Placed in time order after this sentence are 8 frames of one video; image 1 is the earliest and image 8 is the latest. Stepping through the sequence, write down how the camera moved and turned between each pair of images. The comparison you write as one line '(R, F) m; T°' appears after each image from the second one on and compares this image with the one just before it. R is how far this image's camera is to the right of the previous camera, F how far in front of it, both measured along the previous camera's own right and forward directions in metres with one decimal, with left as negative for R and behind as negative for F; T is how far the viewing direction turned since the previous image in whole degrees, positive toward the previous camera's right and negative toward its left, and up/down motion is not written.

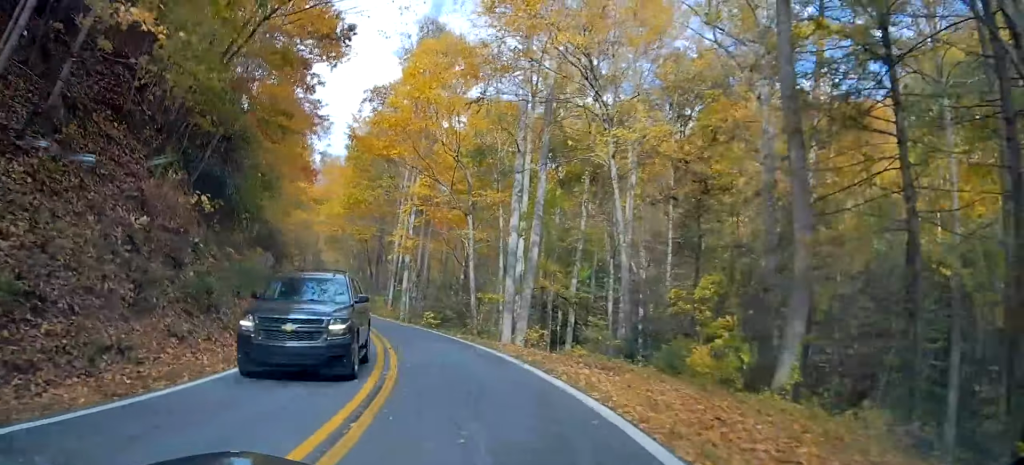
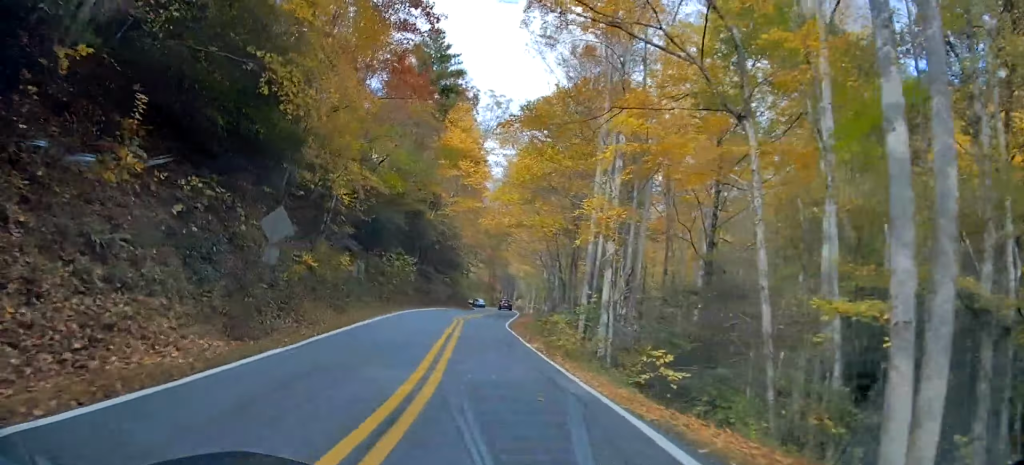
(-2.9, +23.1) m; -16°
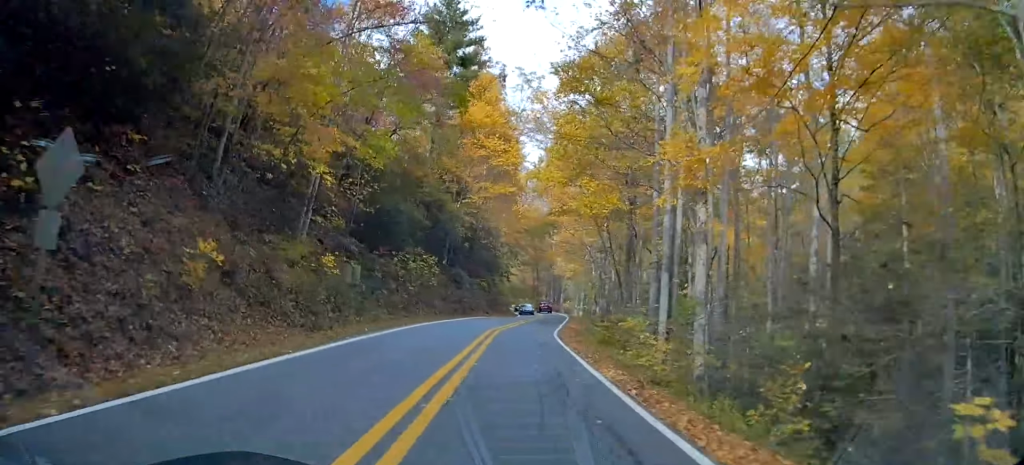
(-1.1, +9.9) m; -4°
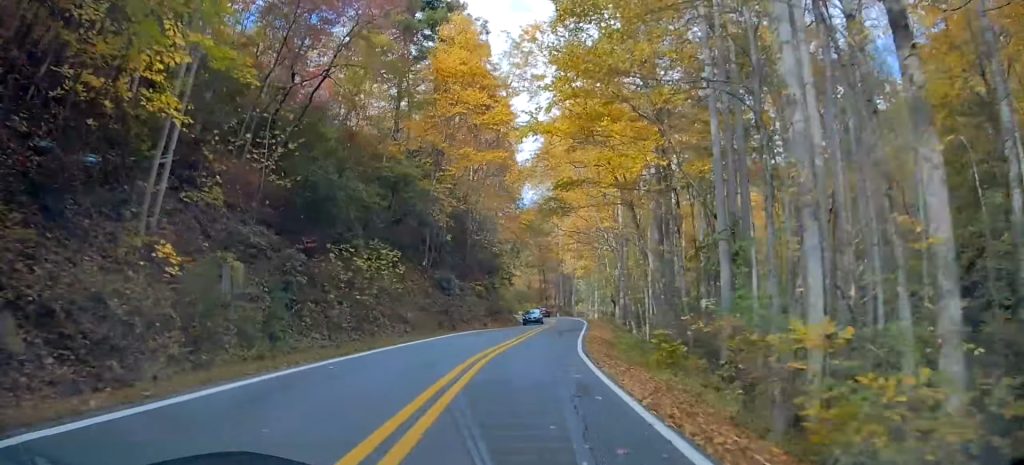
(-0.6, +12.4) m; -3°
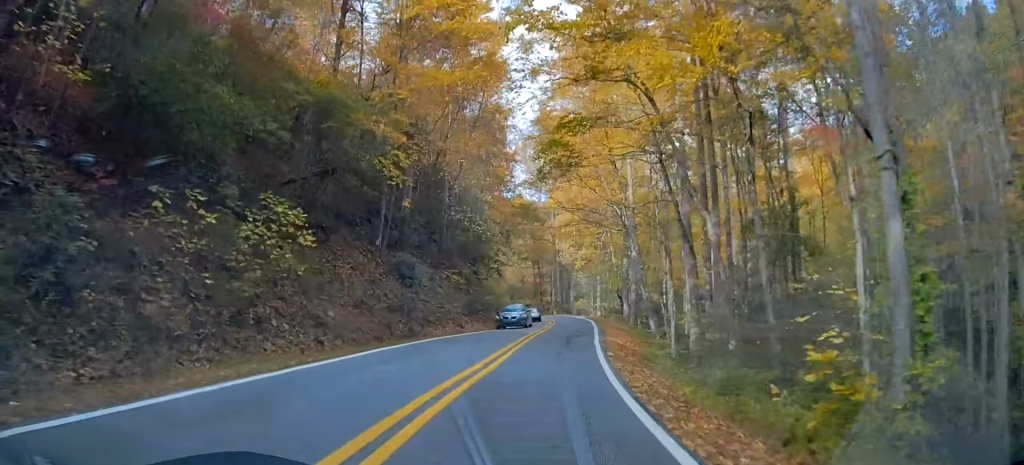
(-0.1, +11.6) m; 0°
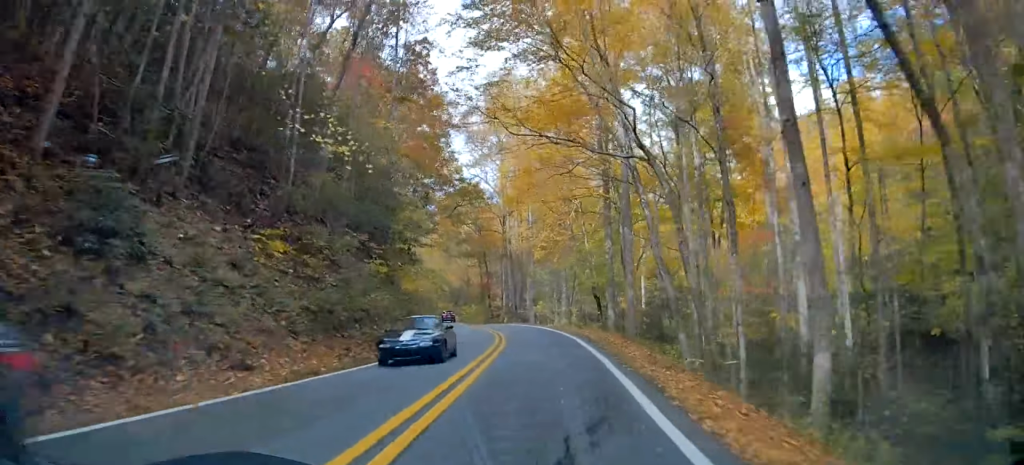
(+0.1, +21.7) m; -2°
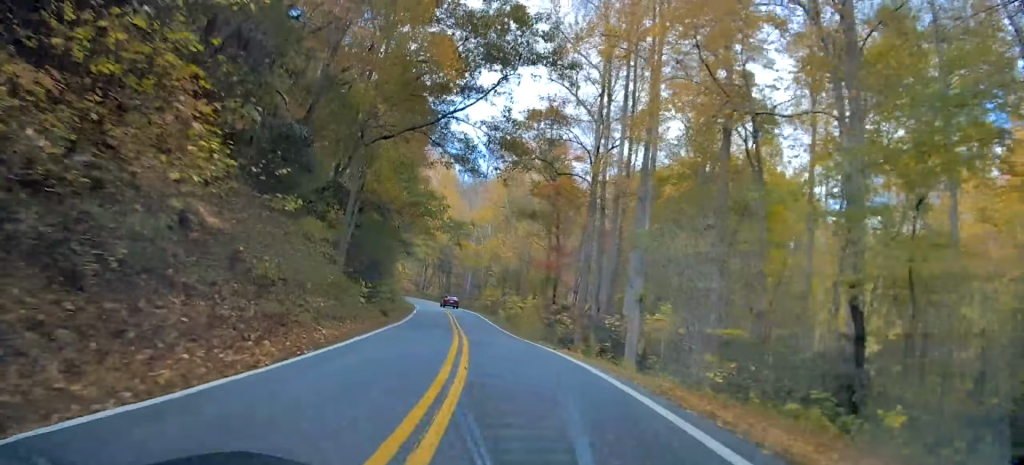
(-2.7, +36.3) m; -6°
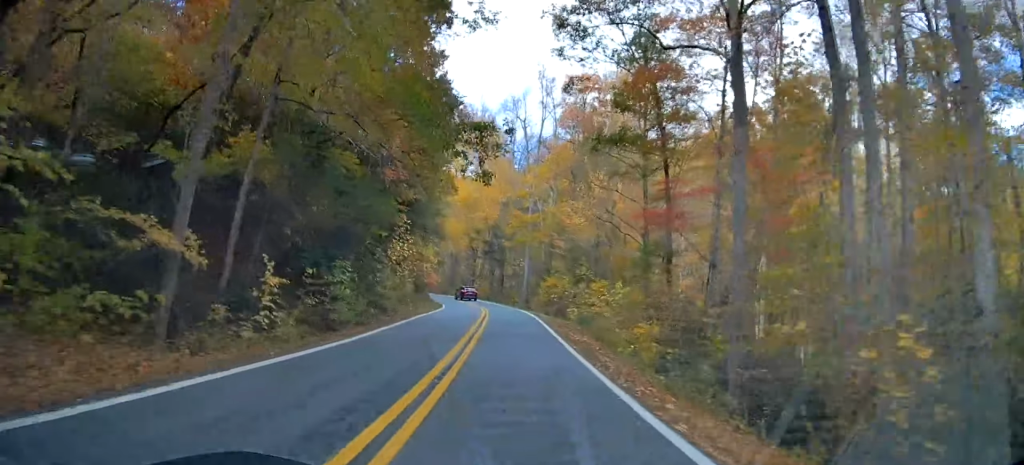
(-0.3, +24.3) m; -3°
